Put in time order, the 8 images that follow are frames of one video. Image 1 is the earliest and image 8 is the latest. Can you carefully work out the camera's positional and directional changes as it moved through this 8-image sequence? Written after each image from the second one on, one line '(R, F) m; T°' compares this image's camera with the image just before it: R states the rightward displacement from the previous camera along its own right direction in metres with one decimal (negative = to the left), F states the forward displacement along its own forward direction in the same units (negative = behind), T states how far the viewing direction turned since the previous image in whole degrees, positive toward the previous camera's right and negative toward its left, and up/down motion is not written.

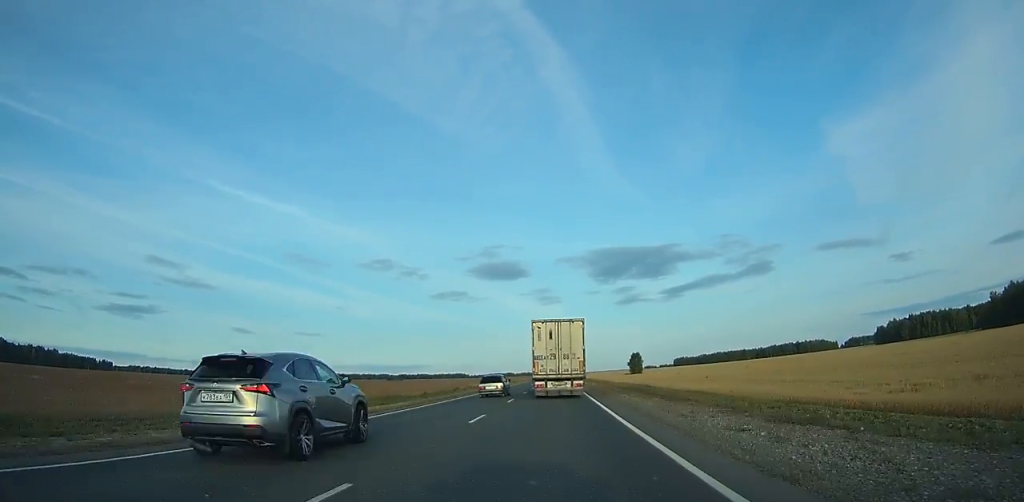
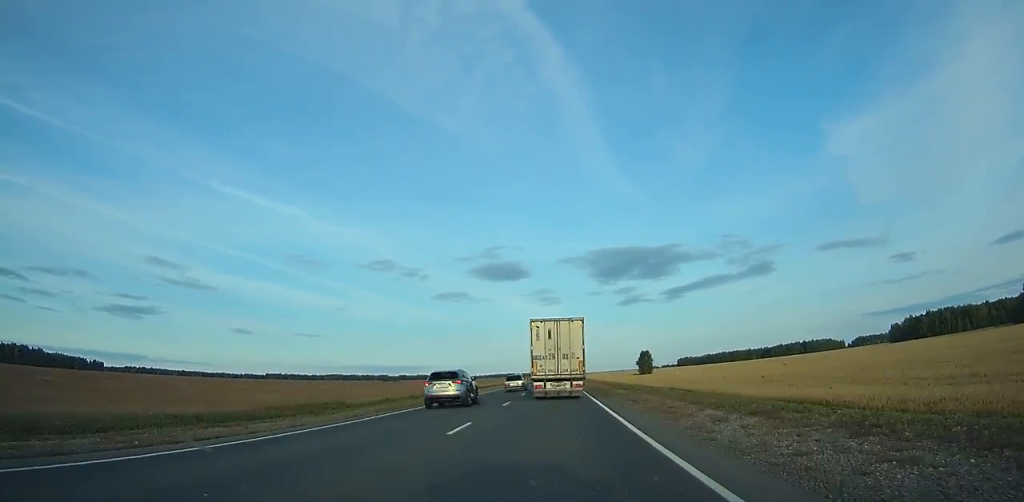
(-0.1, +25.0) m; 0°
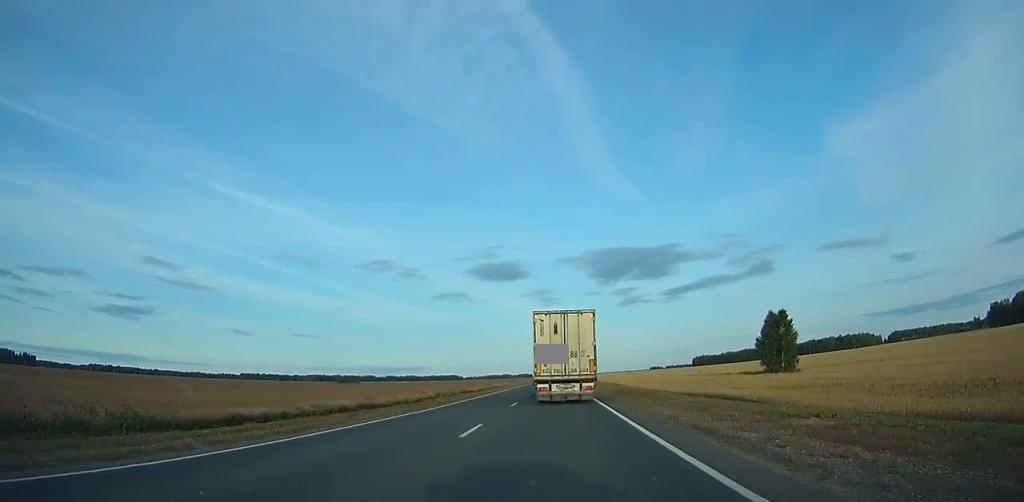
(-0.3, +141.4) m; 0°
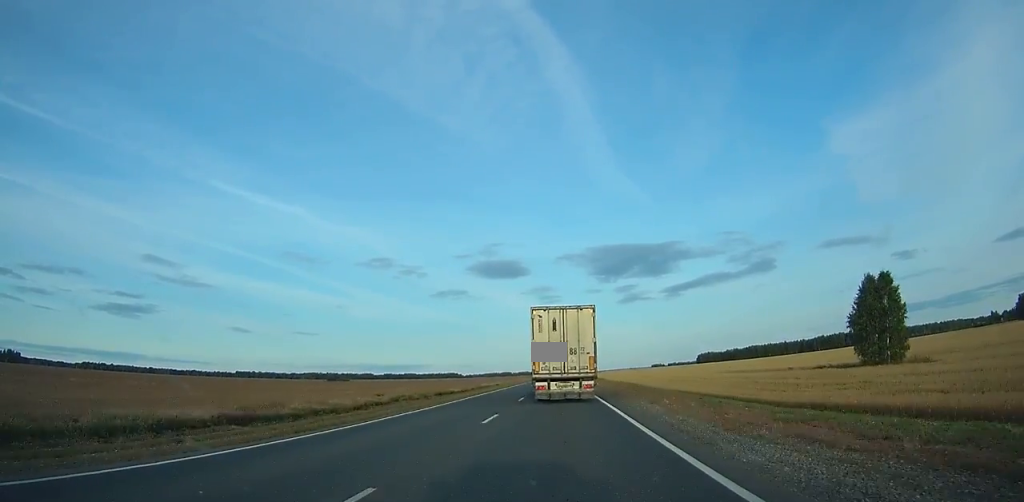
(0.0, +30.9) m; 0°
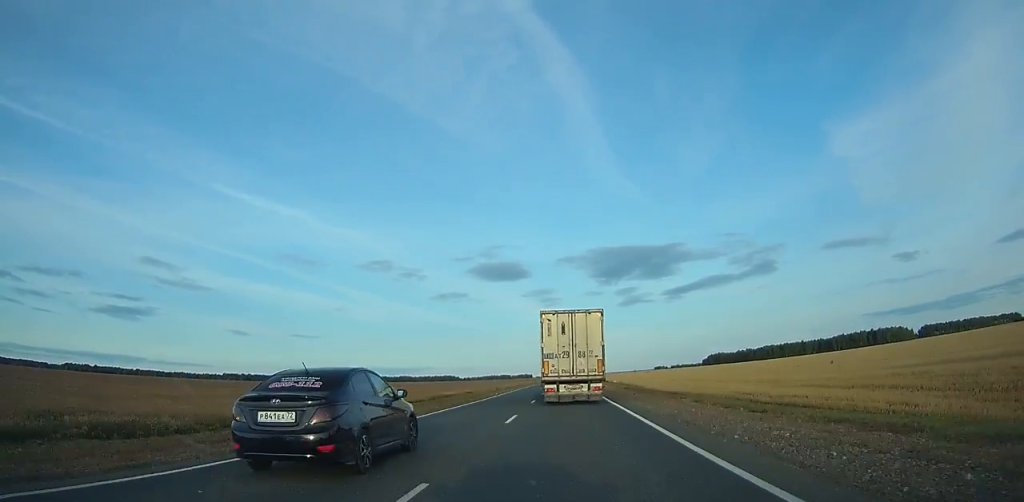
(+0.2, +70.2) m; 0°
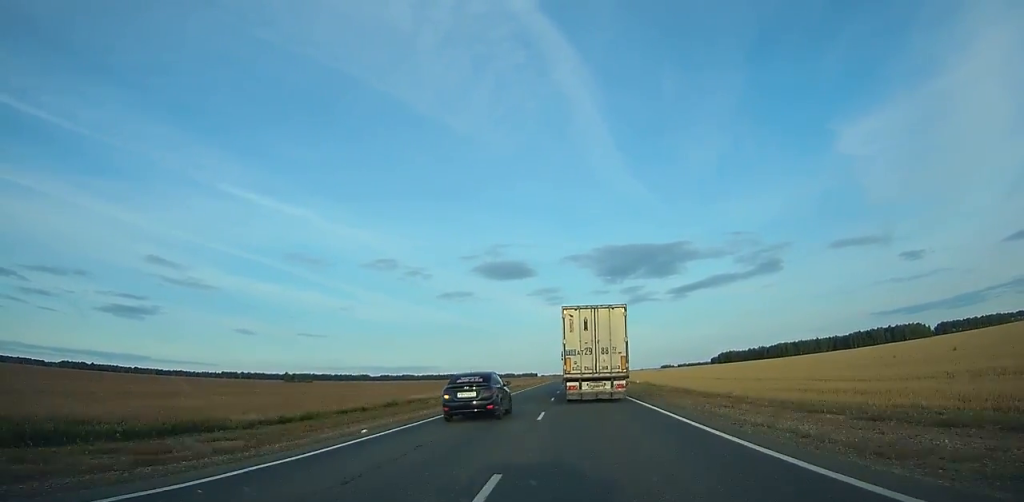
(0.0, +34.7) m; 0°
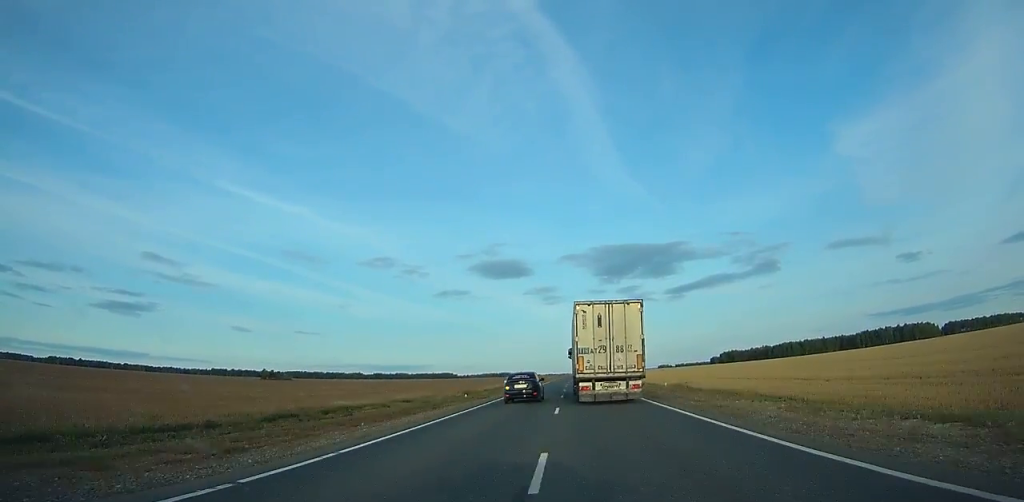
(-0.1, +32.8) m; 0°
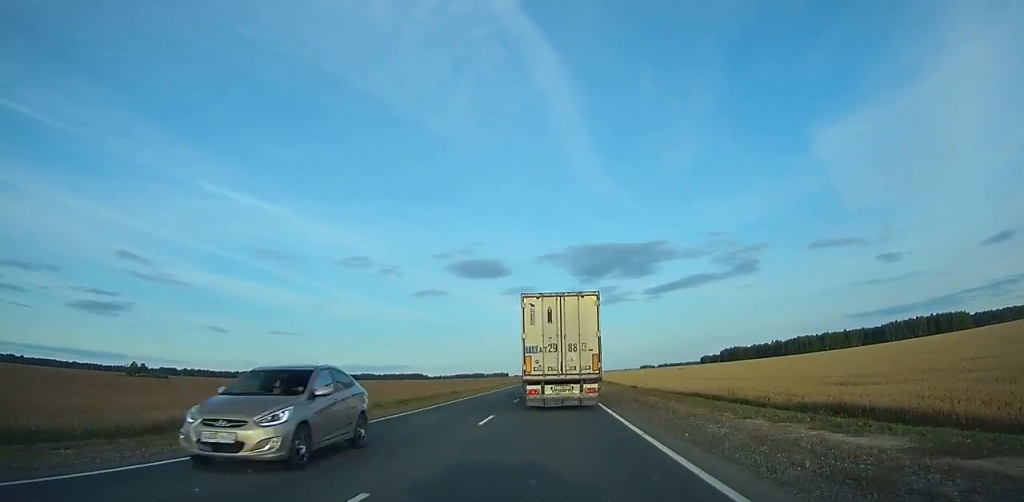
(+2.1, +135.0) m; +2°
